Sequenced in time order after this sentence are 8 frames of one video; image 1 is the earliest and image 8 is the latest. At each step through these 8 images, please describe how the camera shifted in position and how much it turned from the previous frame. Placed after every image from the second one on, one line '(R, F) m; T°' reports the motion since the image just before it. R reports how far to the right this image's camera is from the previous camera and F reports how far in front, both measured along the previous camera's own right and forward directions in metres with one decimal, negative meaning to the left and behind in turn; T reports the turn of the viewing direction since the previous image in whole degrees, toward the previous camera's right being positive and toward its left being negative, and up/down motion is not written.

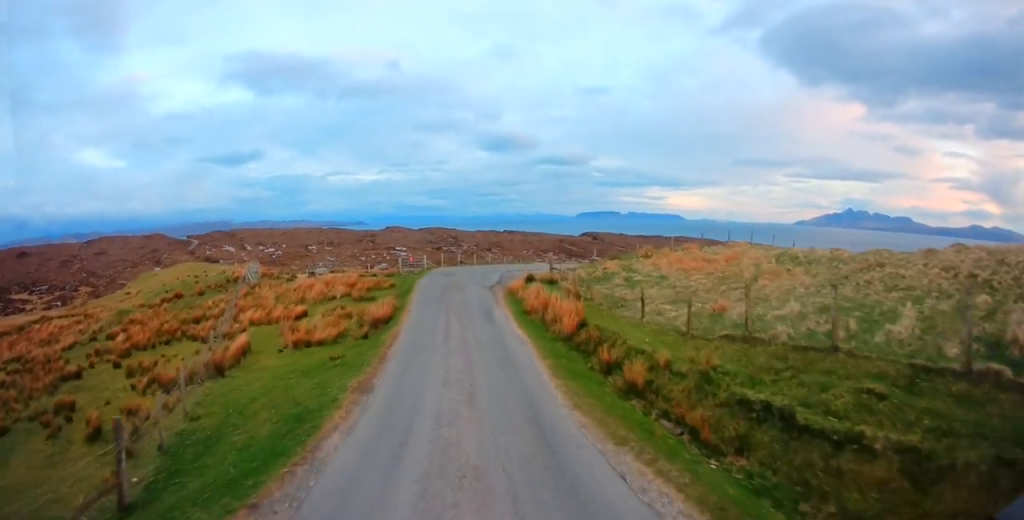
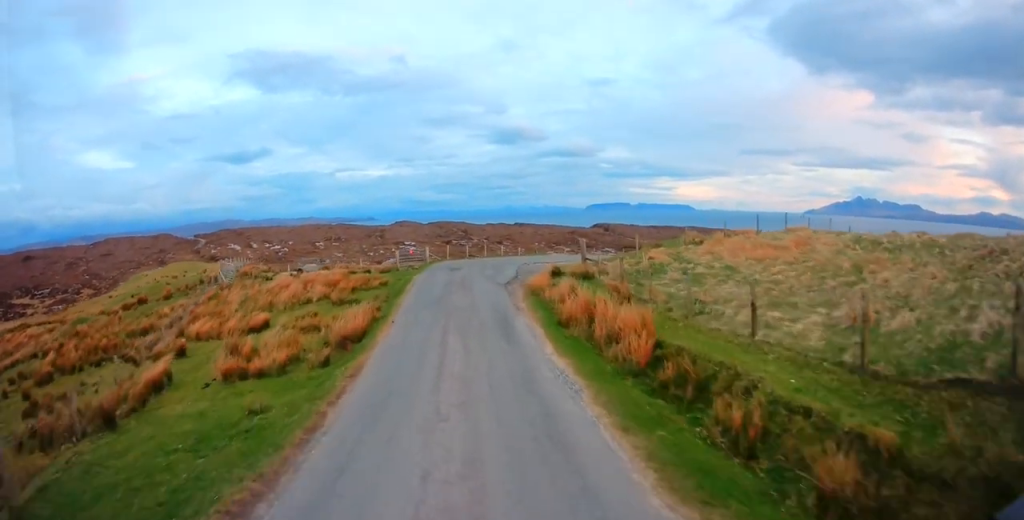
(-0.1, +5.7) m; -2°
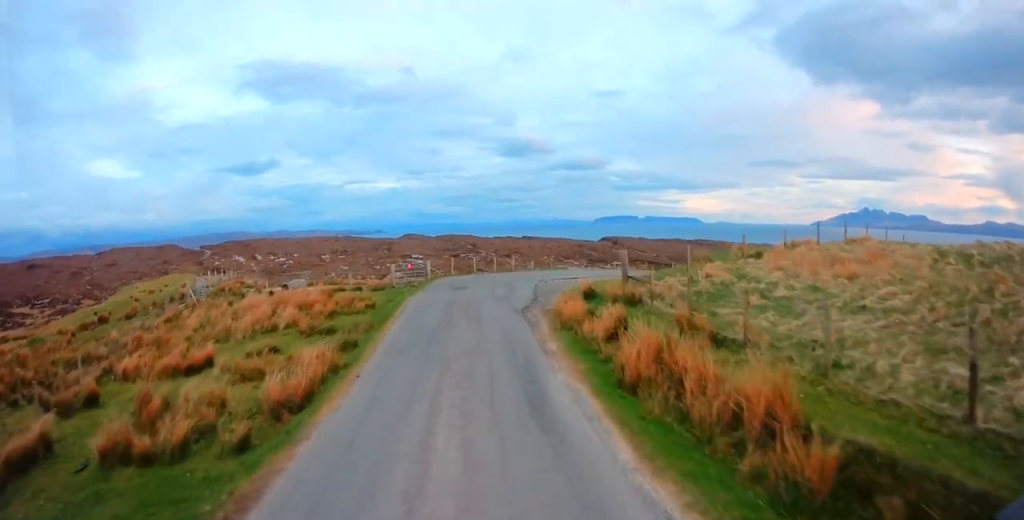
(0.0, +5.0) m; -2°
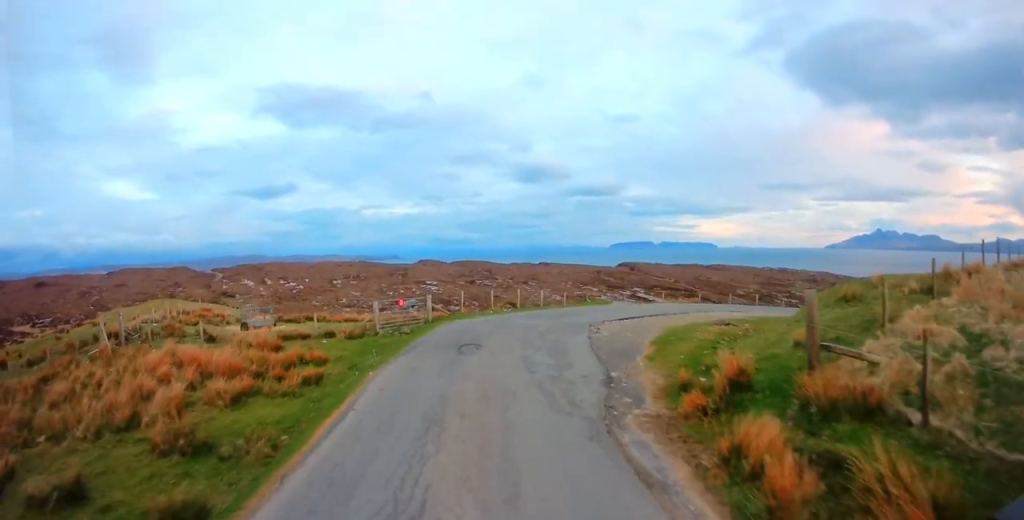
(-0.2, +8.8) m; 0°
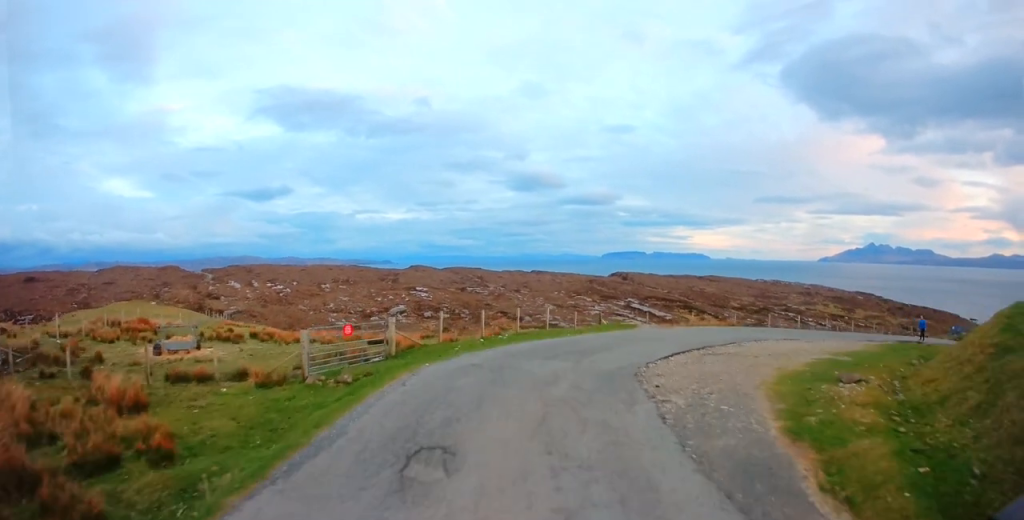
(+0.2, +7.5) m; +3°
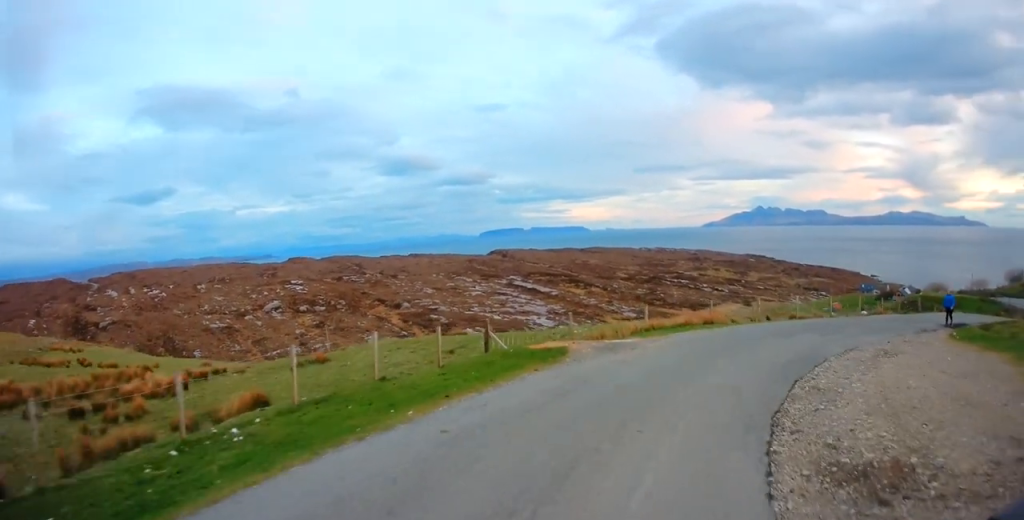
(+1.1, +13.4) m; +15°
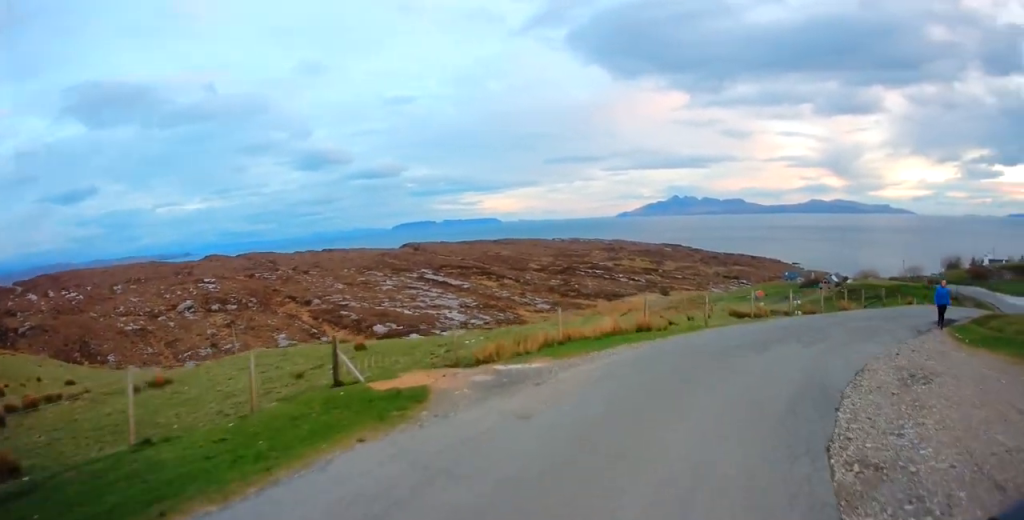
(+0.4, +5.2) m; +11°
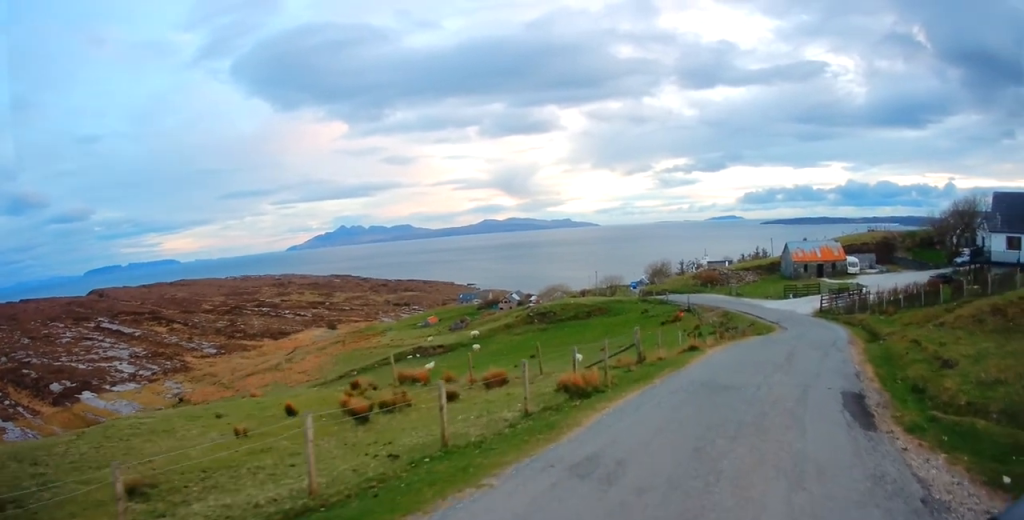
(+4.5, +12.7) m; +37°
